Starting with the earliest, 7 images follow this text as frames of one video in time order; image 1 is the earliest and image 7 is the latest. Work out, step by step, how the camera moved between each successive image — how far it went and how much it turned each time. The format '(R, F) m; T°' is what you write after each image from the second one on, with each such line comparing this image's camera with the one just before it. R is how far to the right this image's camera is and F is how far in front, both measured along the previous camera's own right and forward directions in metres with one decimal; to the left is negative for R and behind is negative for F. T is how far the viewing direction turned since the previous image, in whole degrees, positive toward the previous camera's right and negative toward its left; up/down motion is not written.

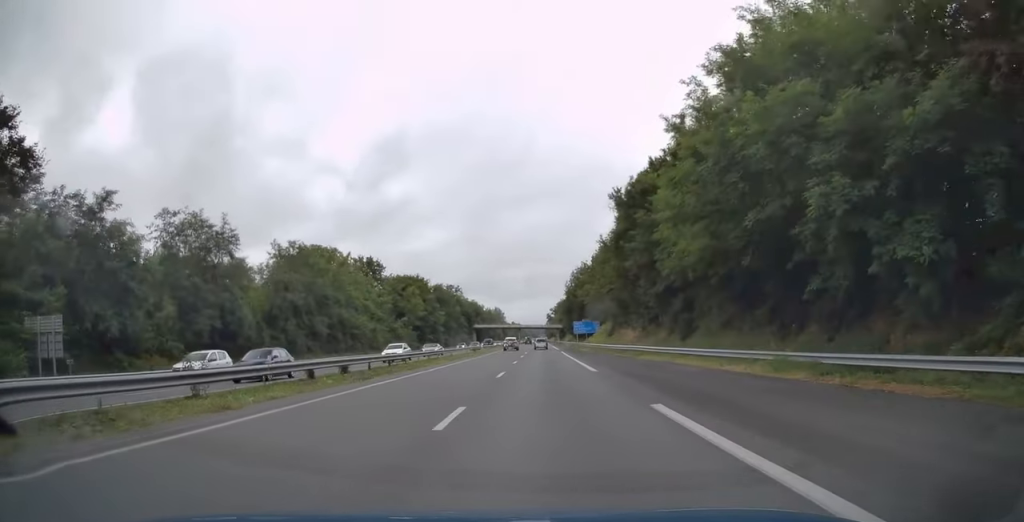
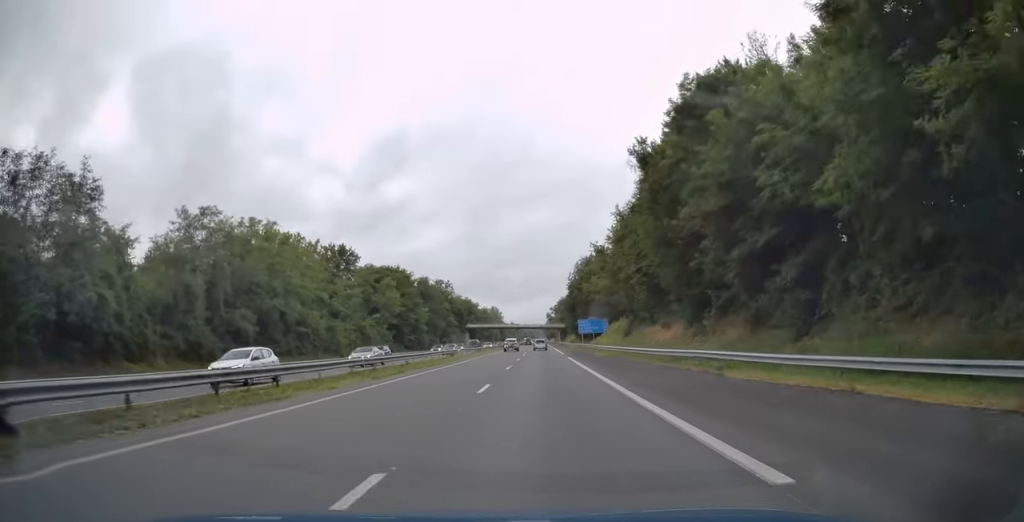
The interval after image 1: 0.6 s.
(0.0, +19.4) m; 0°
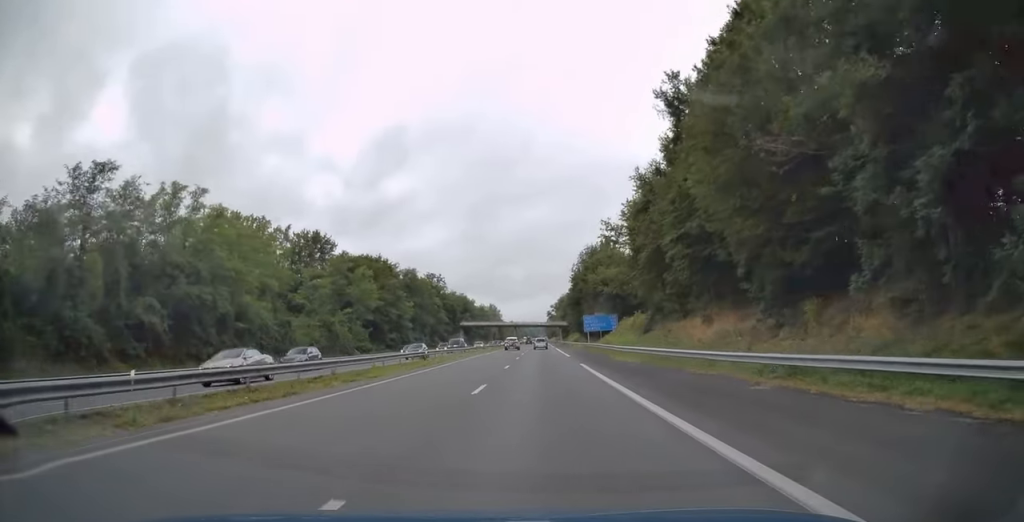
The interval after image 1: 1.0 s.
(0.0, +13.3) m; 0°
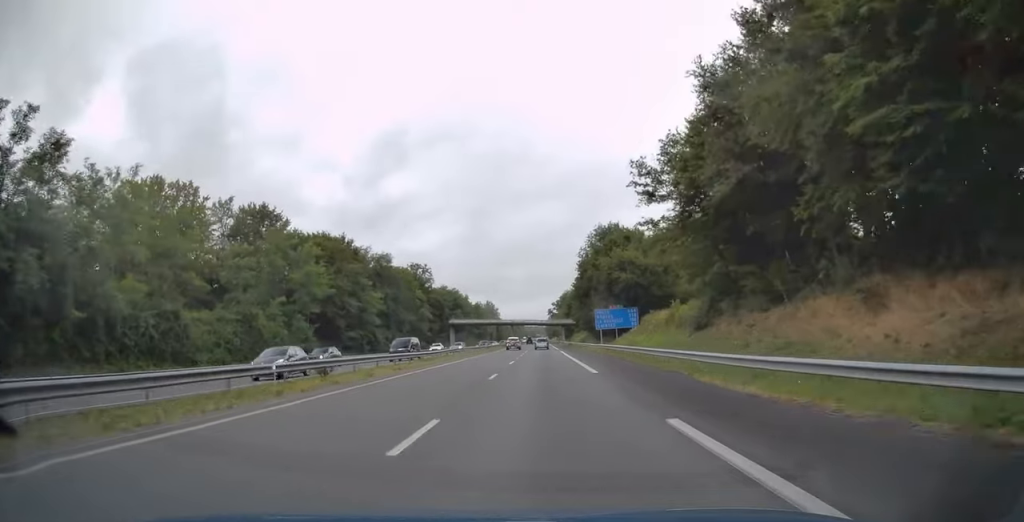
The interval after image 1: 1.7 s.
(0.0, +19.4) m; 0°
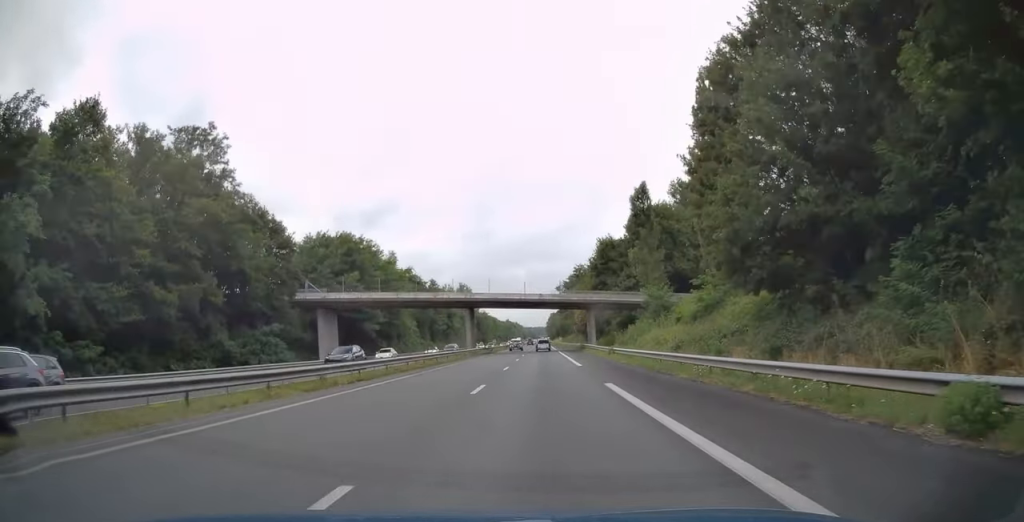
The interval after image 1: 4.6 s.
(-0.1, +83.1) m; 0°
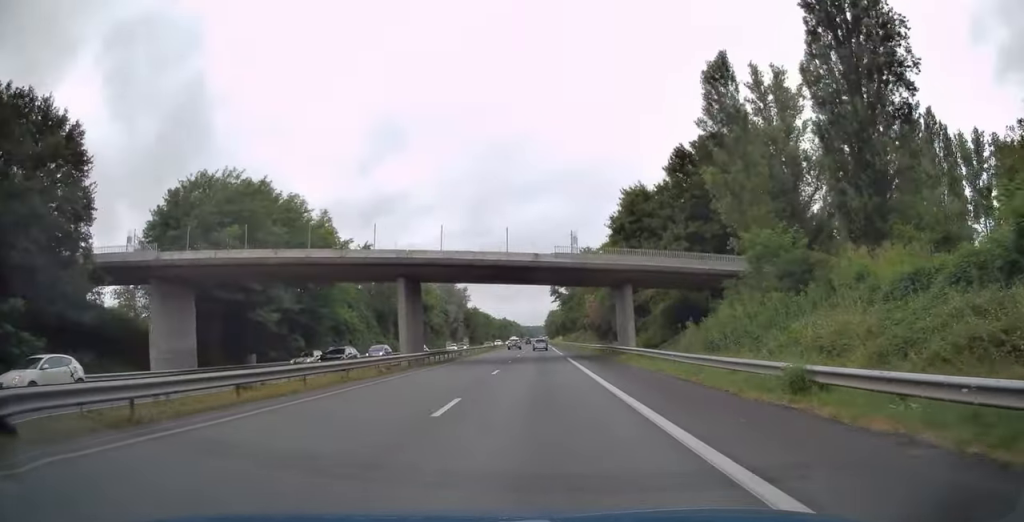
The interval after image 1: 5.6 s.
(+0.2, +29.6) m; 0°
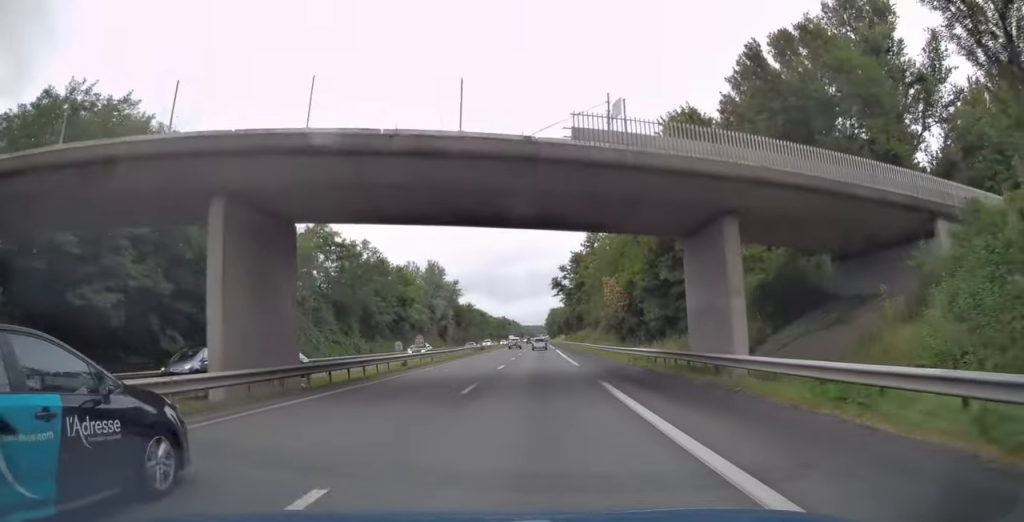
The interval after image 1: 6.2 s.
(-0.1, +21.4) m; 0°
